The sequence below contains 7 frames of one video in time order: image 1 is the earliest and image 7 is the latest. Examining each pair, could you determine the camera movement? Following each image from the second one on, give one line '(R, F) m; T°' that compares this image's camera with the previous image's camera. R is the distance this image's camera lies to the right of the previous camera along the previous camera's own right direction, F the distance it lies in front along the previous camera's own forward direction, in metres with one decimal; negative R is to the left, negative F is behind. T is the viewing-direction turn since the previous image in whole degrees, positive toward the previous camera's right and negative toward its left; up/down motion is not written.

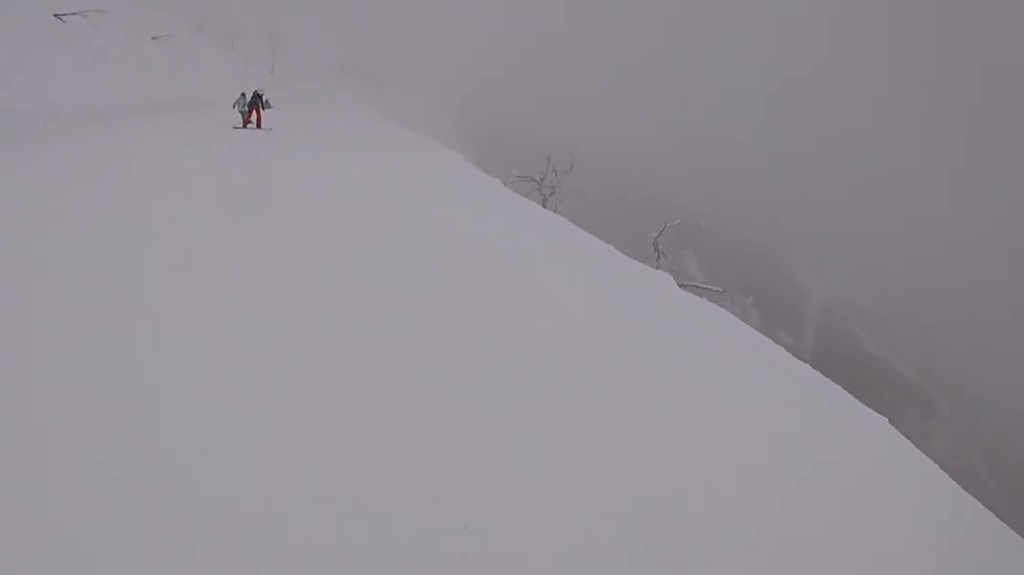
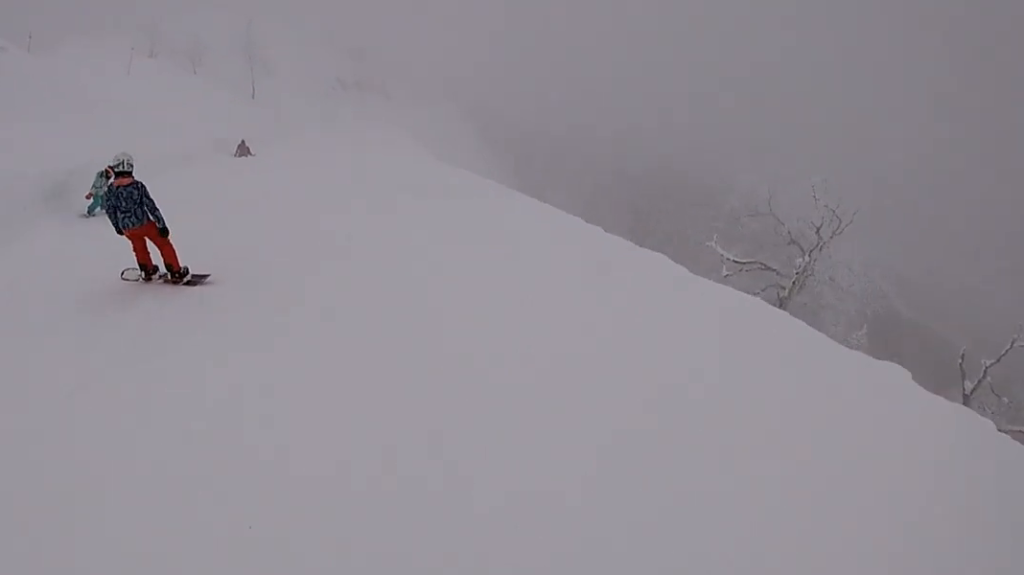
(-0.6, +20.5) m; -1°
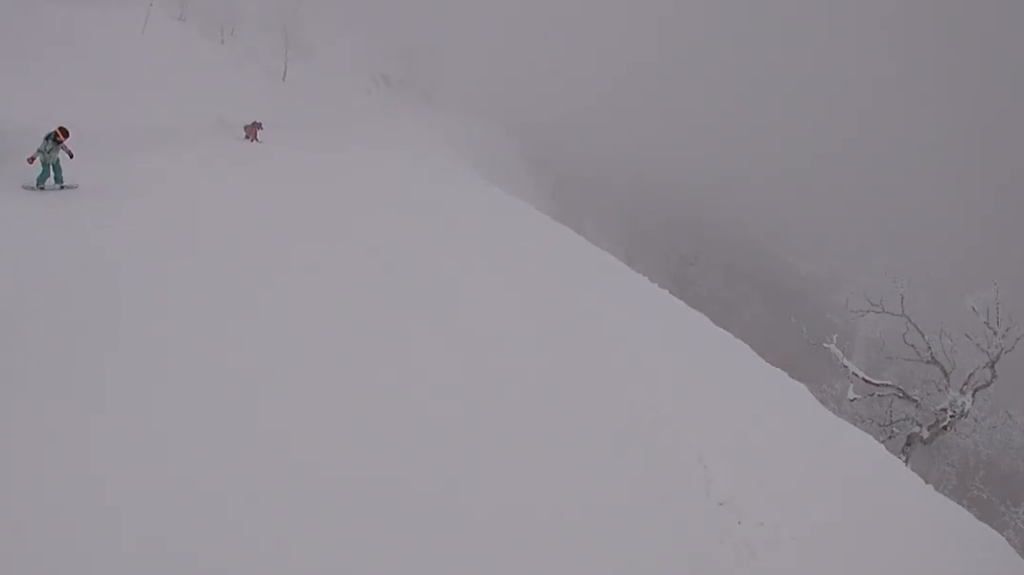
(0.0, +5.4) m; +1°
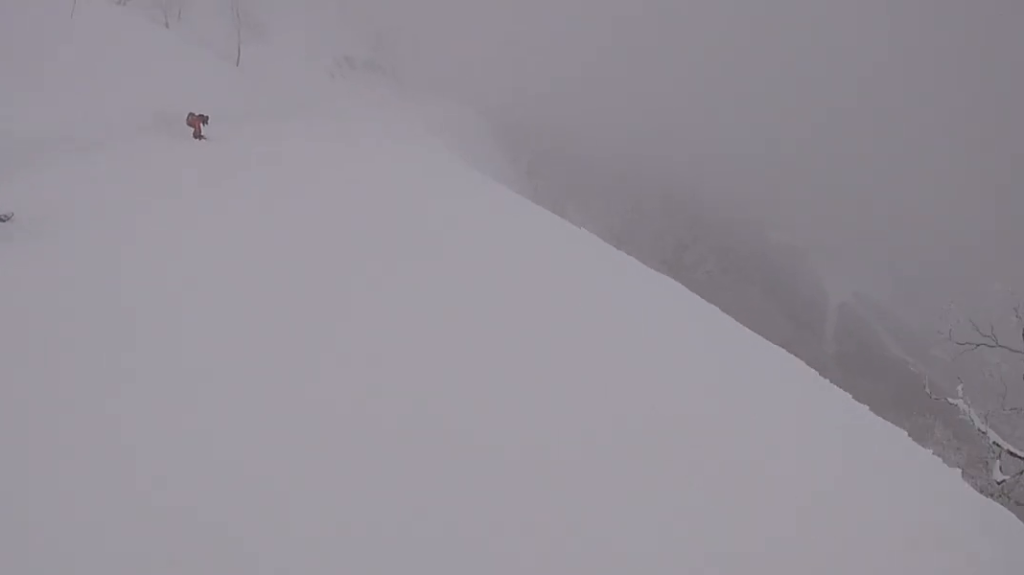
(-0.1, +4.6) m; +1°
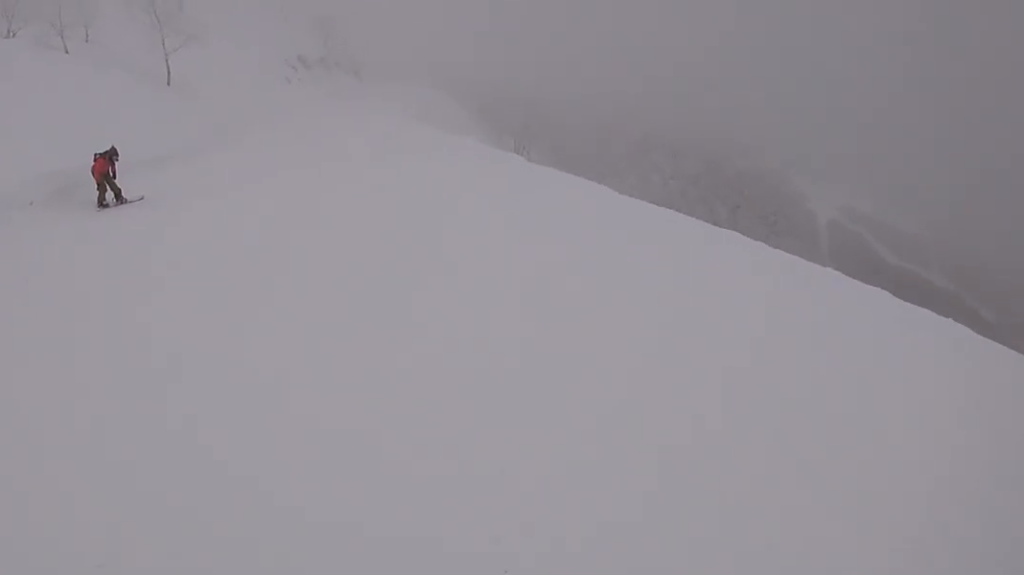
(+0.3, +9.9) m; +8°
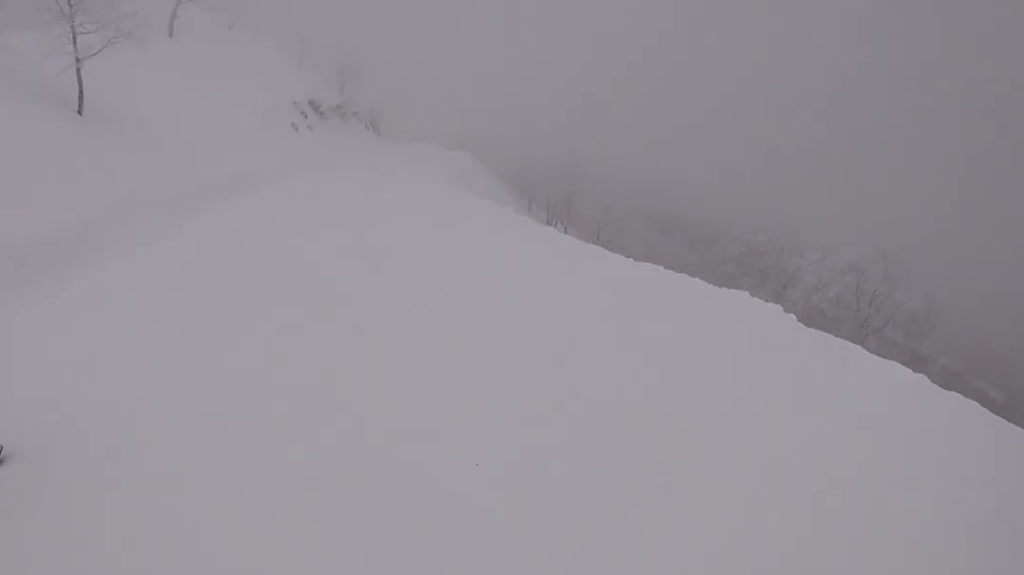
(+0.8, +13.7) m; -3°
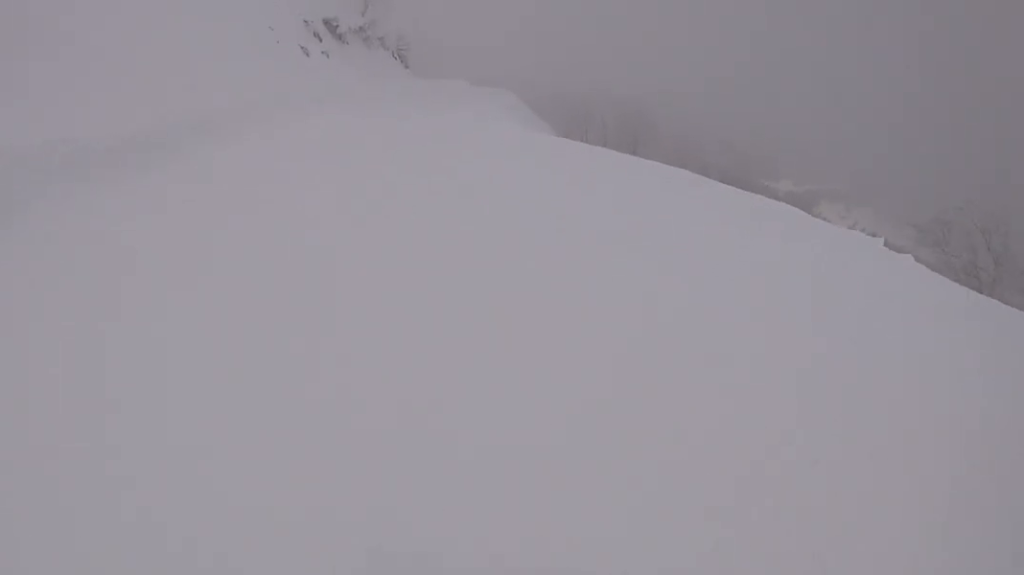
(-1.3, +12.4) m; 0°
